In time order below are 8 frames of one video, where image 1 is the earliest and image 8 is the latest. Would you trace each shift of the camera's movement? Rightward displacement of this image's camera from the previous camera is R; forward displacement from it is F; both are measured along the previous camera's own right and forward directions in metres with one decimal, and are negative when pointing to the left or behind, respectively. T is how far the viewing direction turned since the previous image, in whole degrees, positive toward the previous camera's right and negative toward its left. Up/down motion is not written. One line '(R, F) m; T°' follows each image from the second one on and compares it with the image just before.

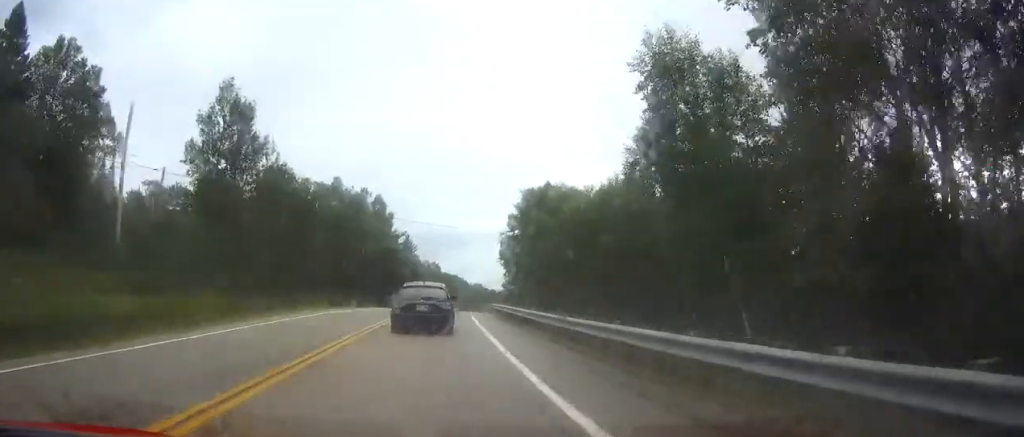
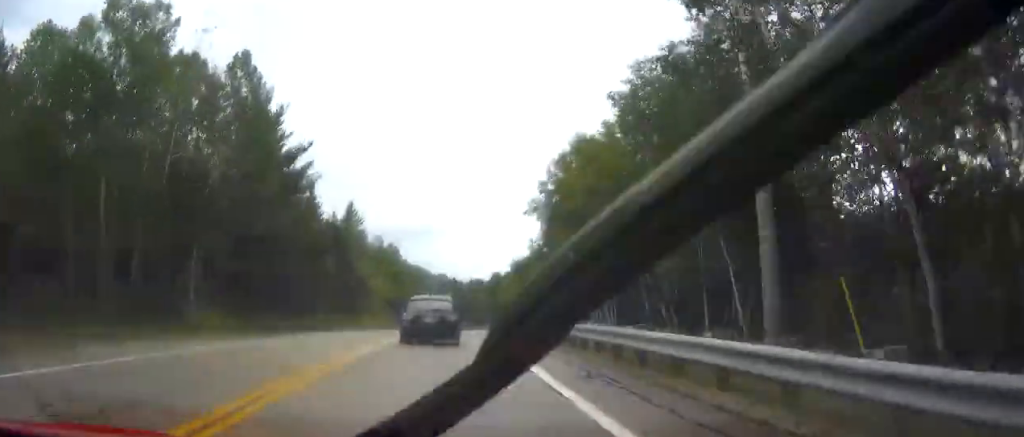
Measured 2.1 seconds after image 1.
(+1.1, +50.7) m; +3°
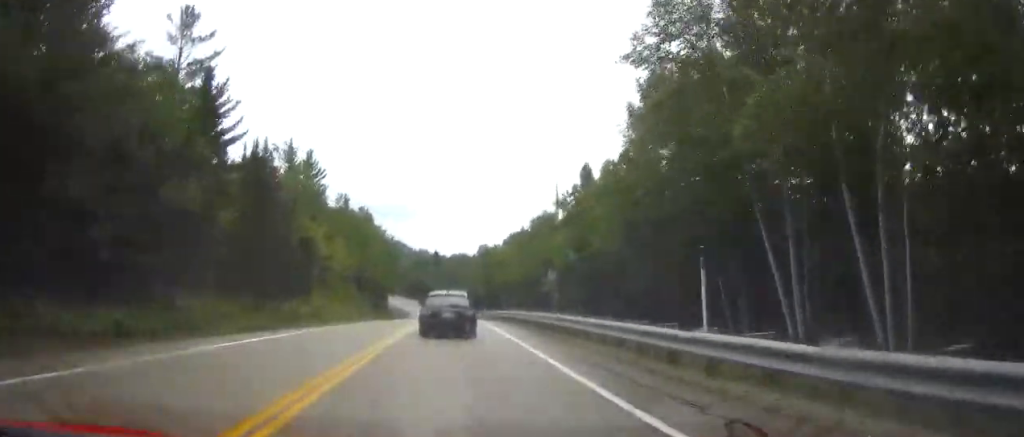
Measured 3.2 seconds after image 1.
(+0.3, +25.6) m; +1°
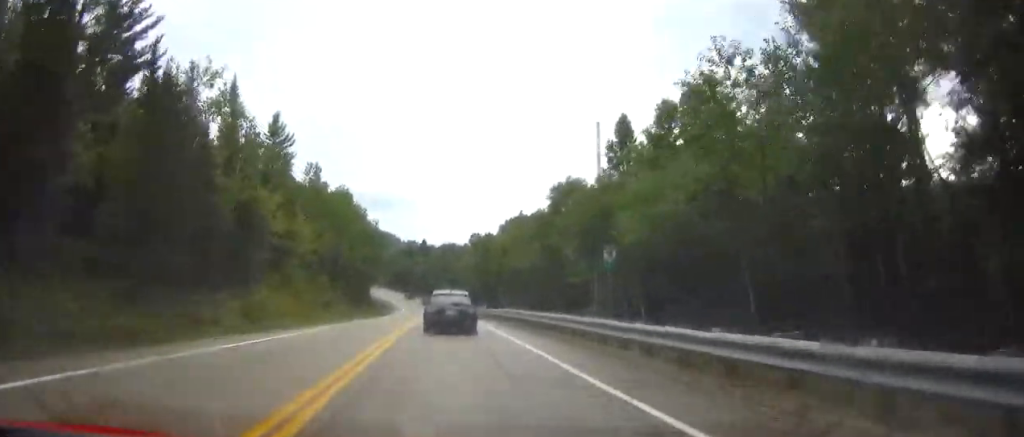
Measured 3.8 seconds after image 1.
(+0.2, +16.0) m; +1°
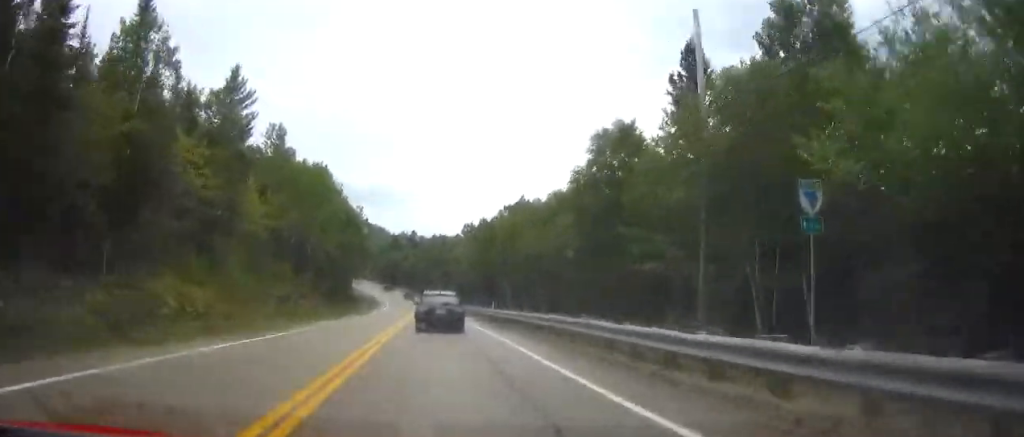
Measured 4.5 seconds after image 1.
(+0.1, +15.2) m; +1°
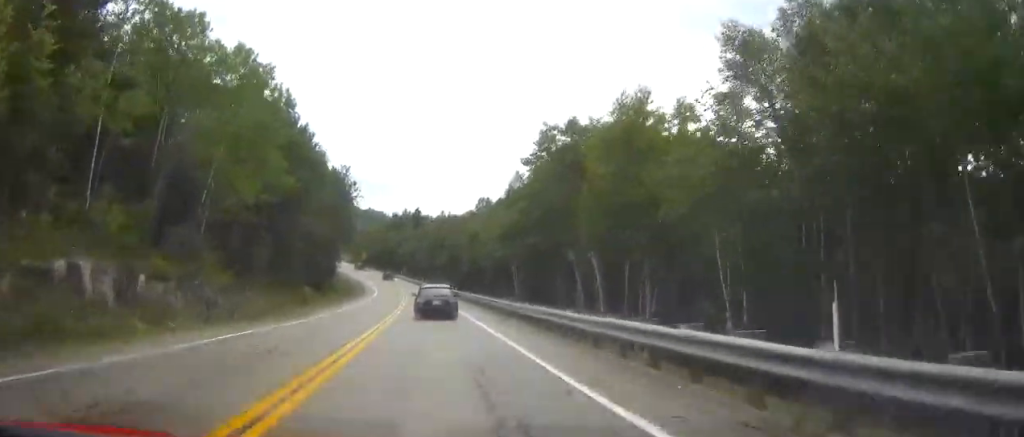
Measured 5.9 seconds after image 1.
(+0.2, +34.1) m; 0°
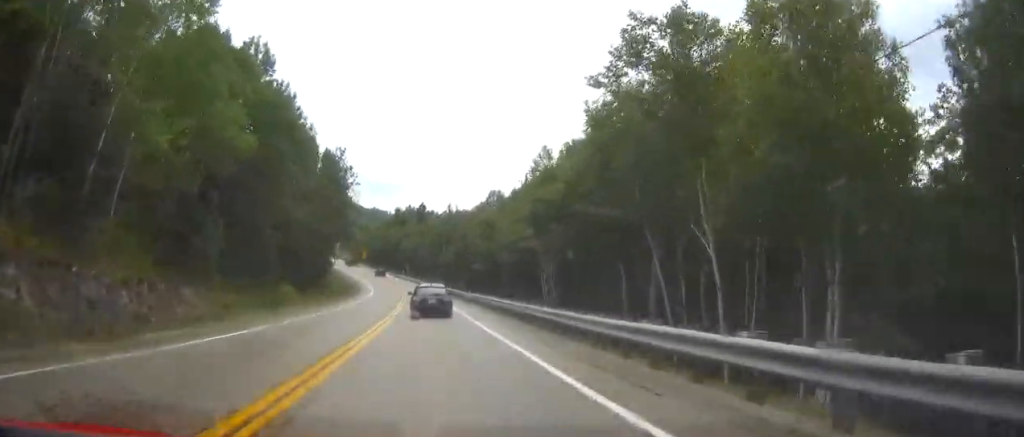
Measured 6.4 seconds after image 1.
(0.0, +13.1) m; 0°
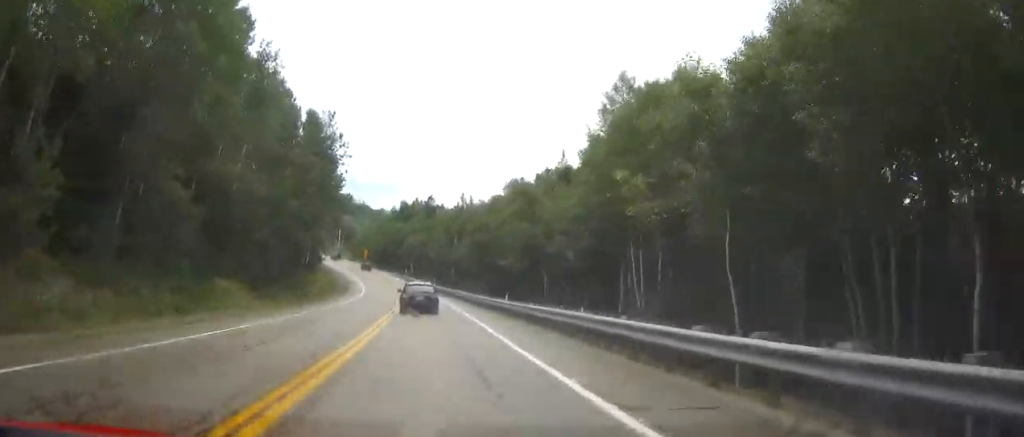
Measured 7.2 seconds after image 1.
(-0.1, +20.8) m; -1°
